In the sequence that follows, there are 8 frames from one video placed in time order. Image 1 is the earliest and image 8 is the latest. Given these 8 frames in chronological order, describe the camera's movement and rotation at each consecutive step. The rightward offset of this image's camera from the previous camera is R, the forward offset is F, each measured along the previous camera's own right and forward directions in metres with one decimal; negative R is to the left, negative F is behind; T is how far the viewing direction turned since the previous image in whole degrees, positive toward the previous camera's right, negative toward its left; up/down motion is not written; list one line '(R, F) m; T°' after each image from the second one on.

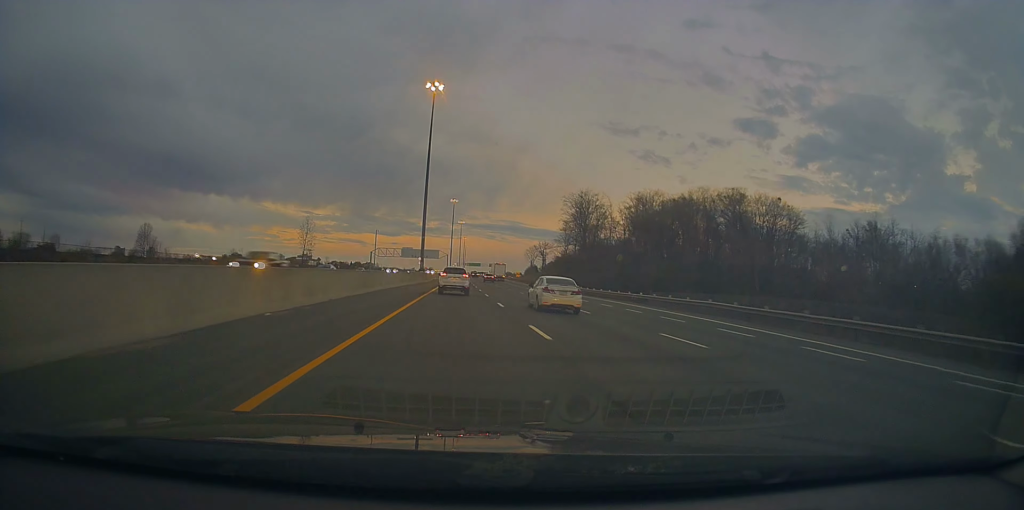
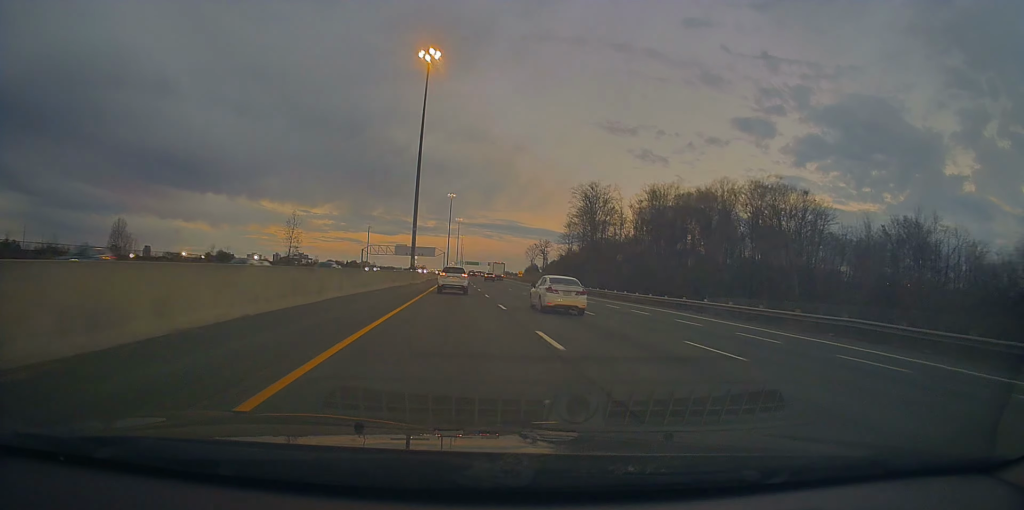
(-0.1, +13.7) m; 0°
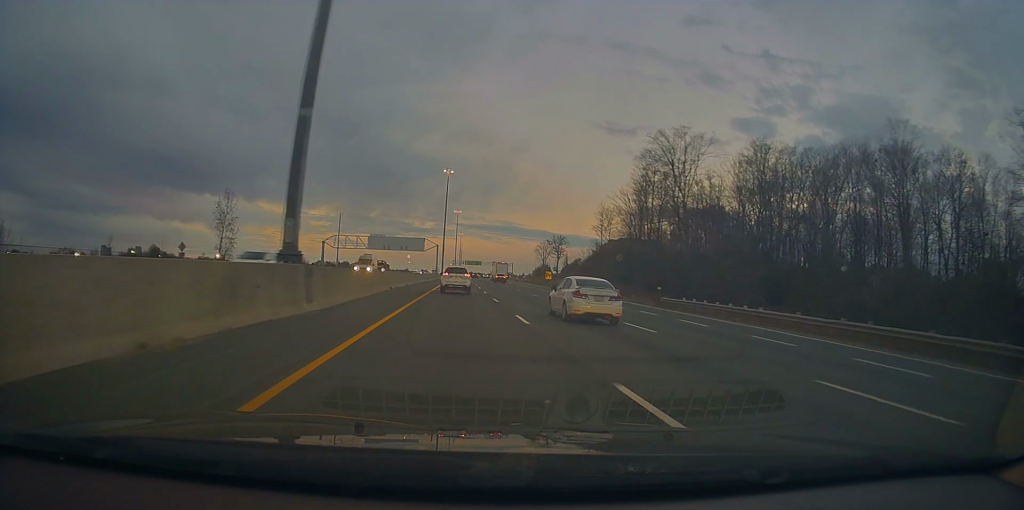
(+0.1, +53.7) m; +1°
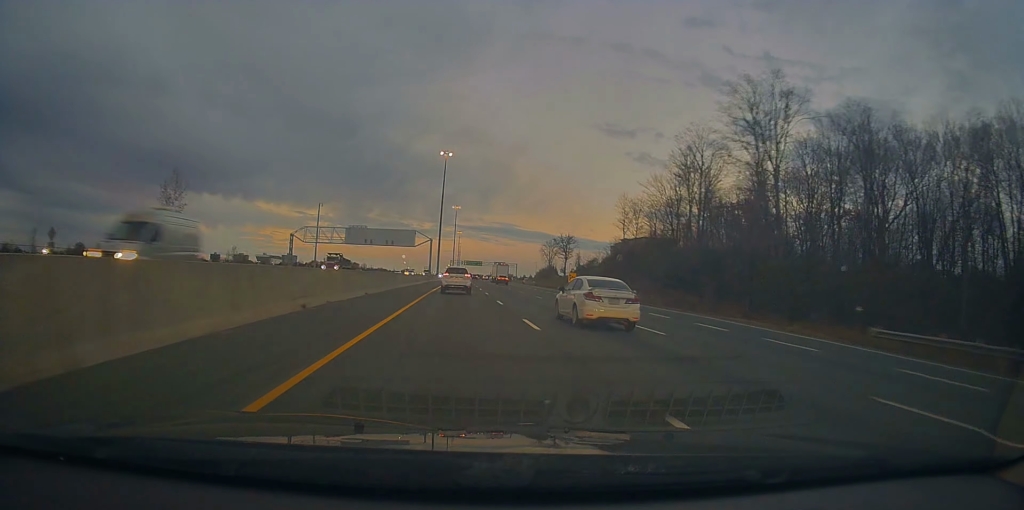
(+0.1, +25.3) m; 0°
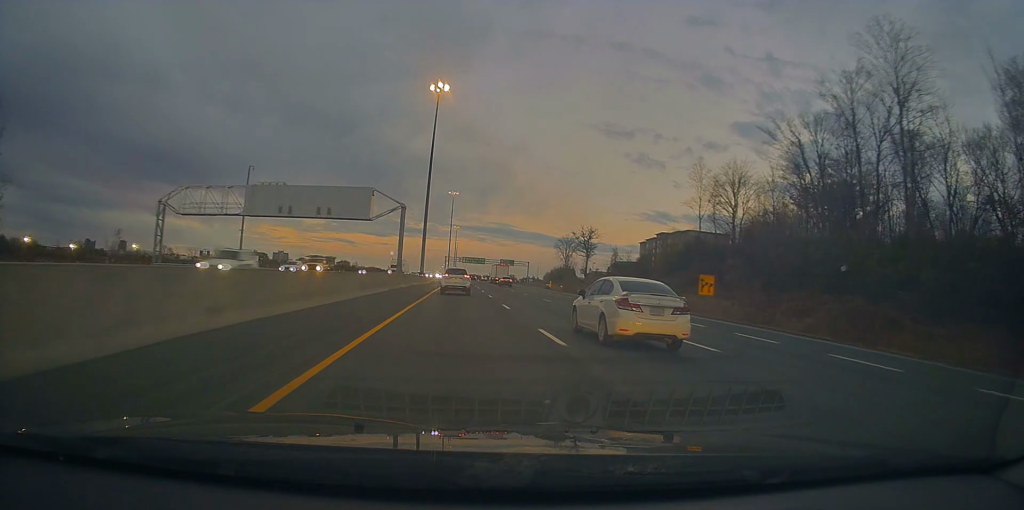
(+0.1, +50.6) m; 0°
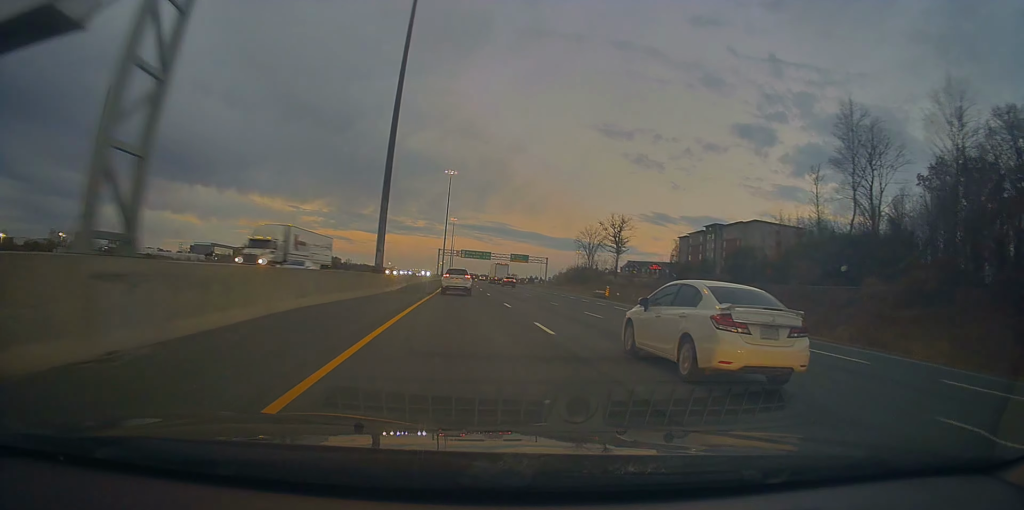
(0.0, +45.3) m; +1°
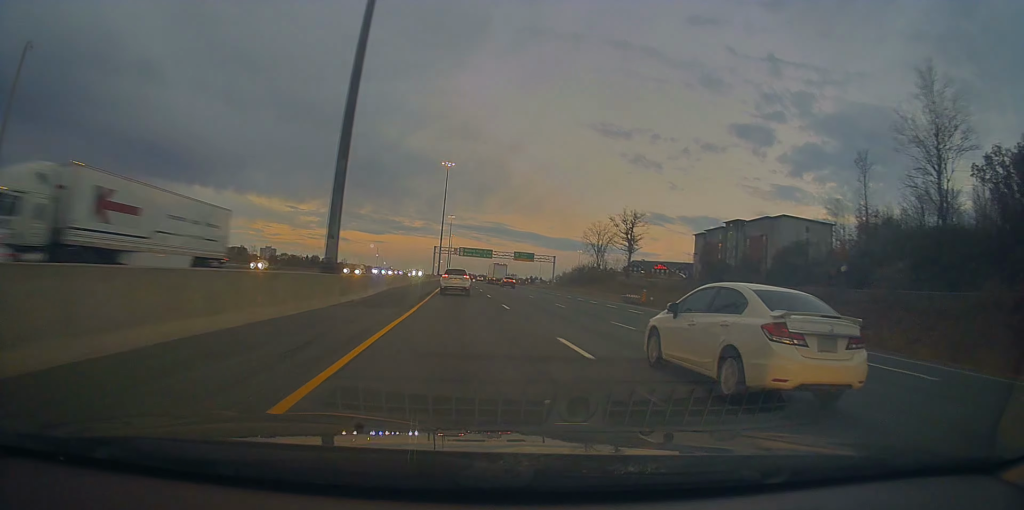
(+0.2, +14.8) m; 0°
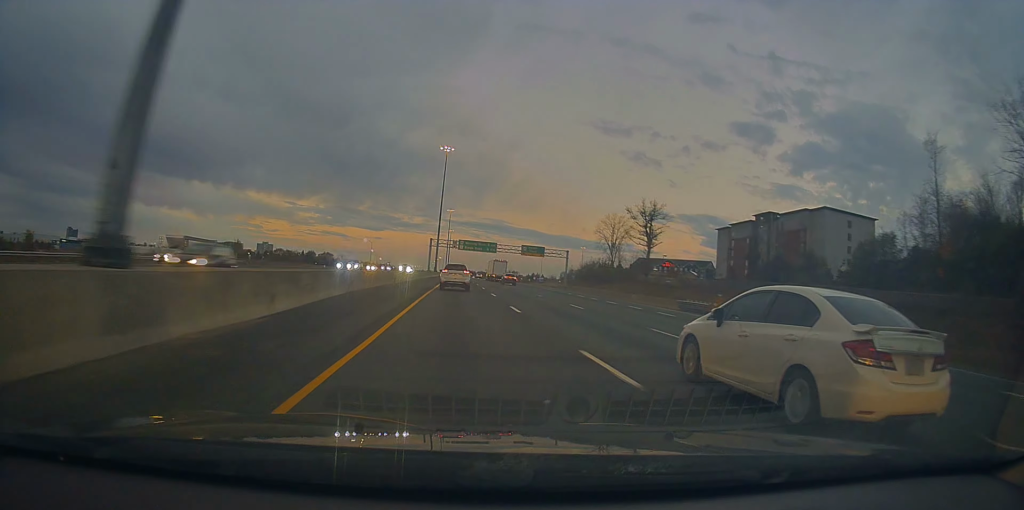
(+0.3, +16.9) m; 0°
